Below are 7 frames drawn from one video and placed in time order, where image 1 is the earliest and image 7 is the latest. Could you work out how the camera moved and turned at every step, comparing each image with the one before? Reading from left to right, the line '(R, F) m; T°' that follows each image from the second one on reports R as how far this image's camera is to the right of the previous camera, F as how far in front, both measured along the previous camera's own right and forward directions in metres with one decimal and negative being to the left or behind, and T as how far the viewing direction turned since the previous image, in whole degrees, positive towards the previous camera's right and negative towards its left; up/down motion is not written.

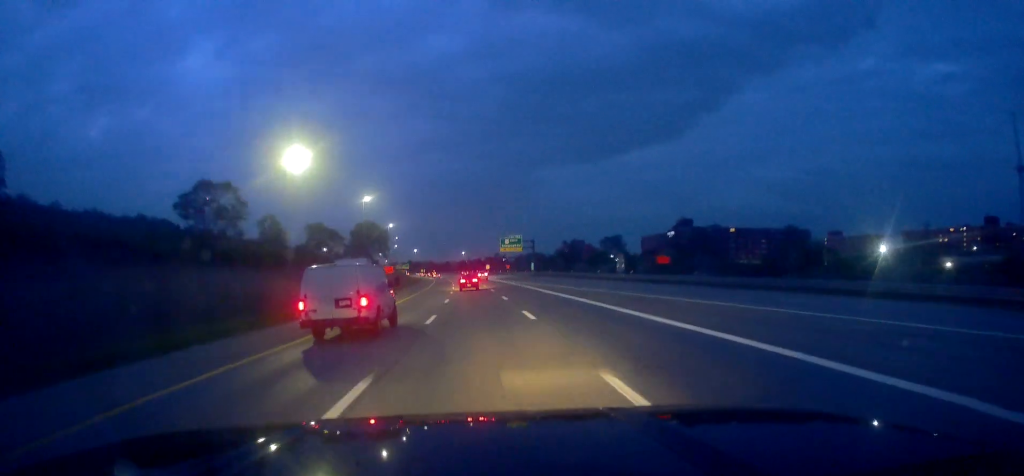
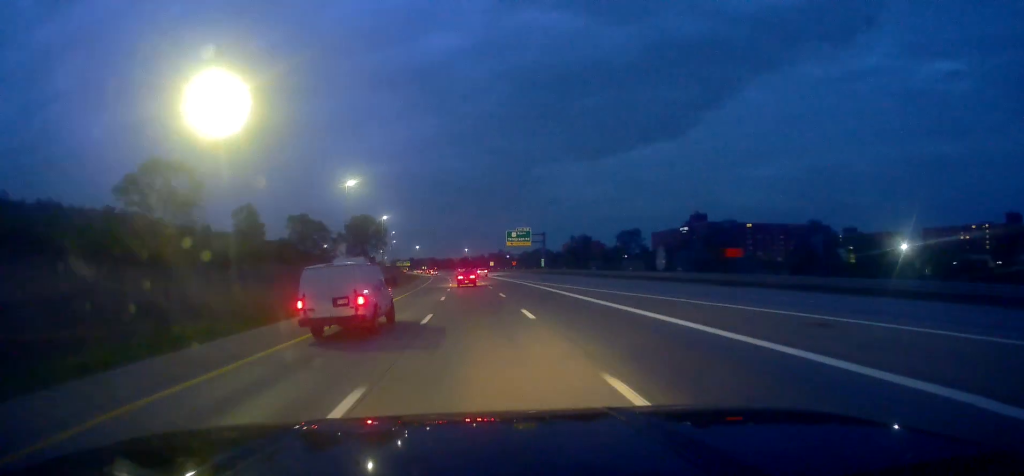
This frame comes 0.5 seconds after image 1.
(0.0, +15.9) m; 0°
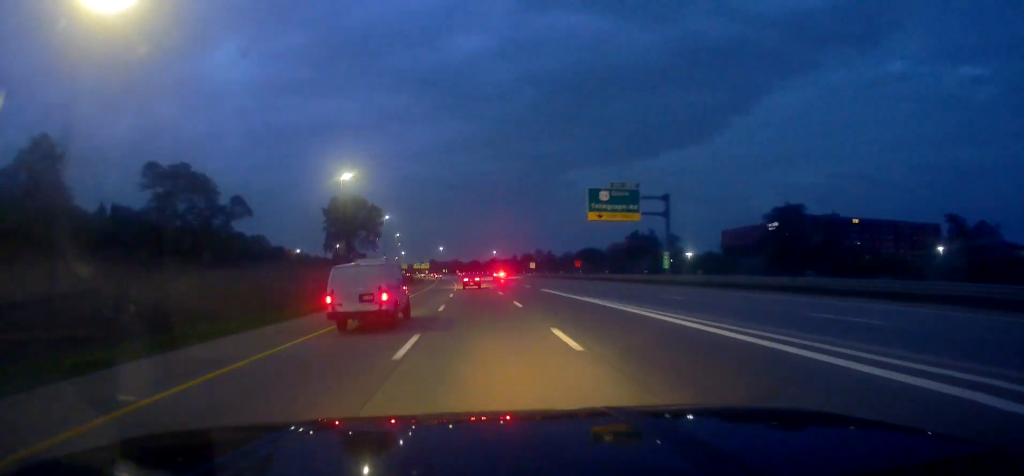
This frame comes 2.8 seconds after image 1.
(-0.3, +67.7) m; 0°
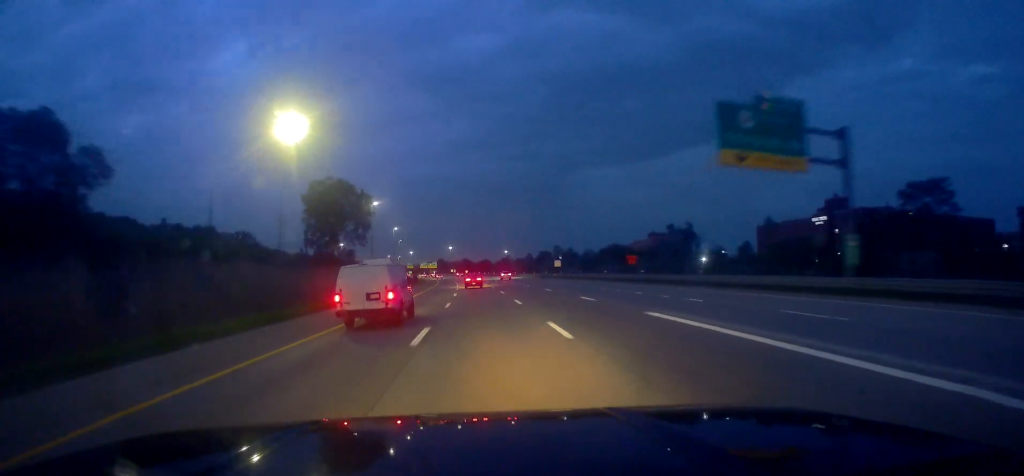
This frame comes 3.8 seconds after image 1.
(-0.1, +29.2) m; -2°
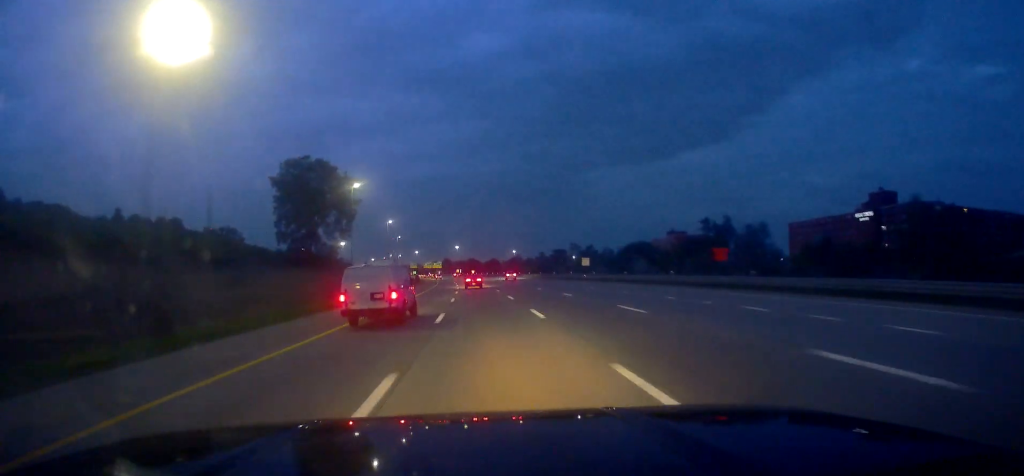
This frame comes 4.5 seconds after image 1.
(-0.7, +23.3) m; -1°
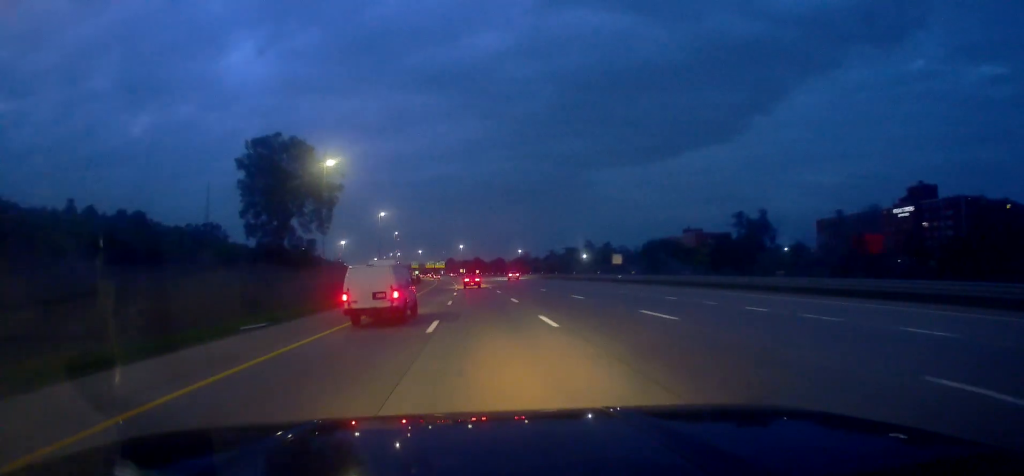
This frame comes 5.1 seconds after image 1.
(-0.4, +18.3) m; 0°
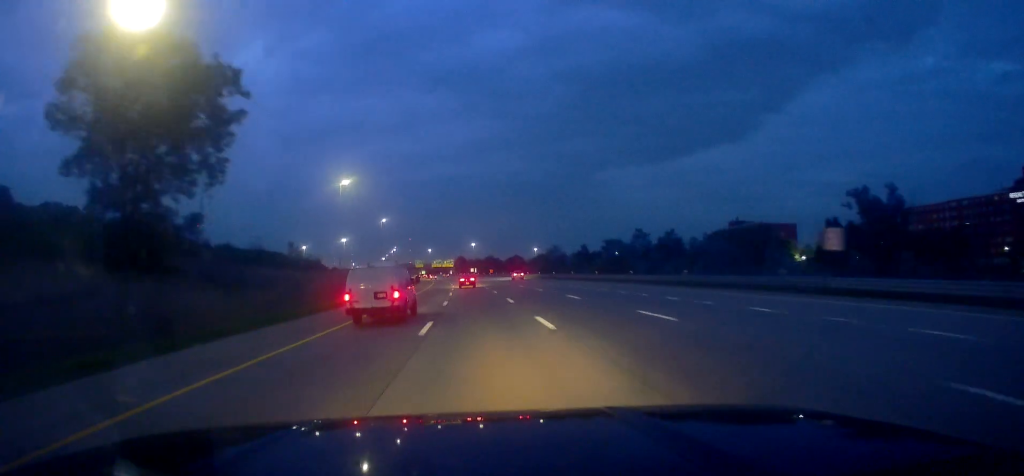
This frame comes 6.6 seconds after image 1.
(+0.6, +45.3) m; 0°
